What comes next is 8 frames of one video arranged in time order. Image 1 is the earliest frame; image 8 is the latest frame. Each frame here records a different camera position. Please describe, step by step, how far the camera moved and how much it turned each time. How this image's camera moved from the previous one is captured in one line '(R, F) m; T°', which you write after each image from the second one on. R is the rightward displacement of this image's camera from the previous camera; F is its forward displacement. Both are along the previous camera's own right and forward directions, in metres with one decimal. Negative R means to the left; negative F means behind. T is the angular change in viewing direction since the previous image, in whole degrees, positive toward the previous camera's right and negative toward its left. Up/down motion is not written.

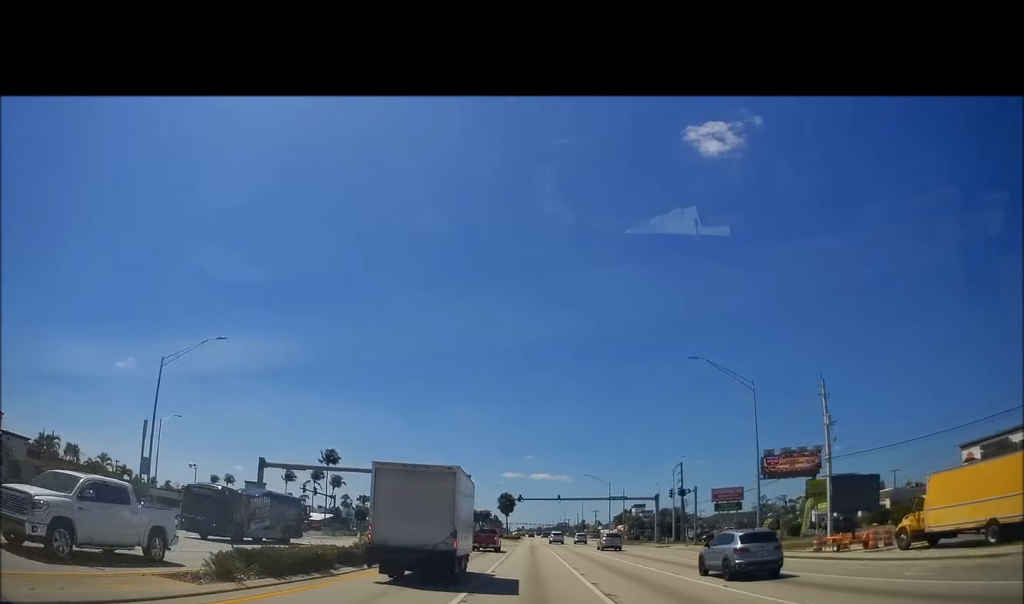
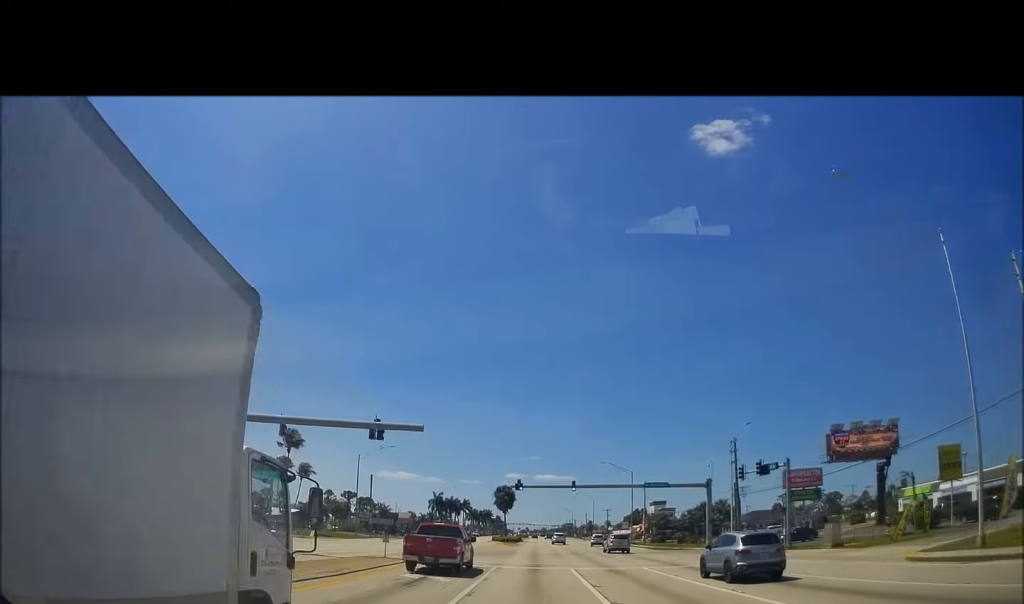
(+0.5, +24.2) m; 0°
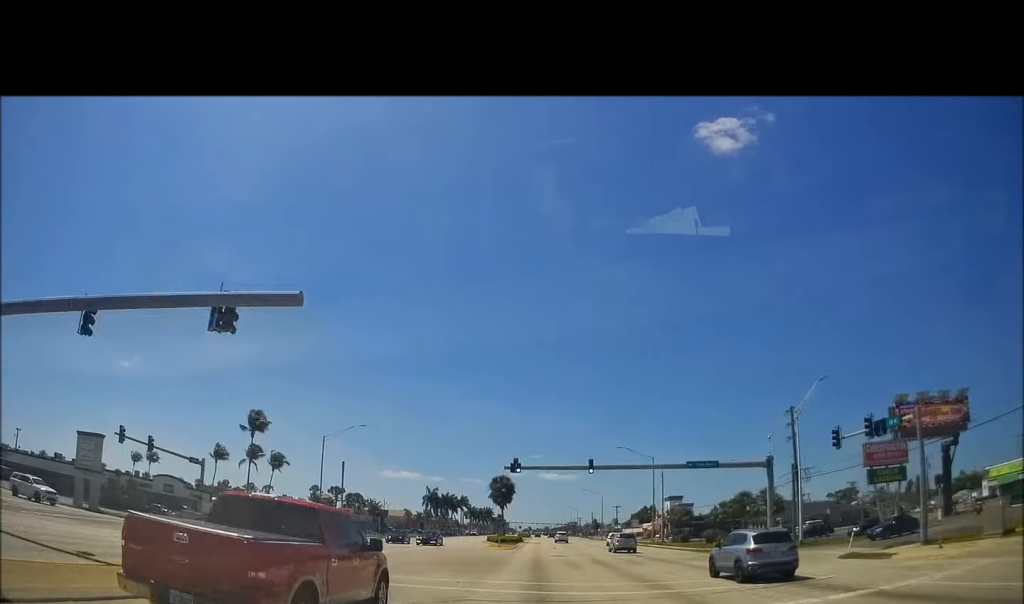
(-0.4, +16.2) m; -1°
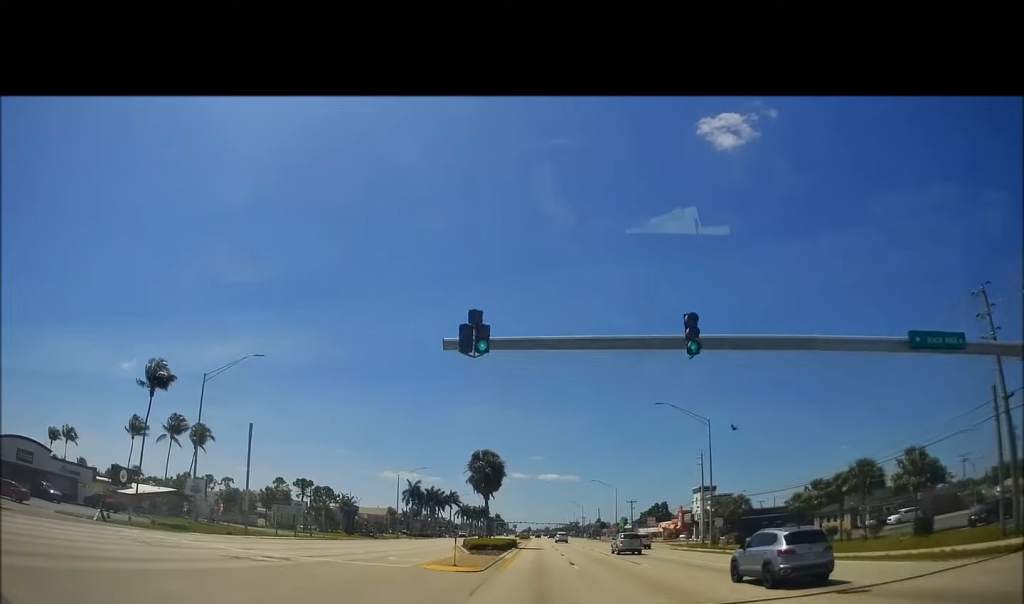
(+0.5, +27.9) m; +2°
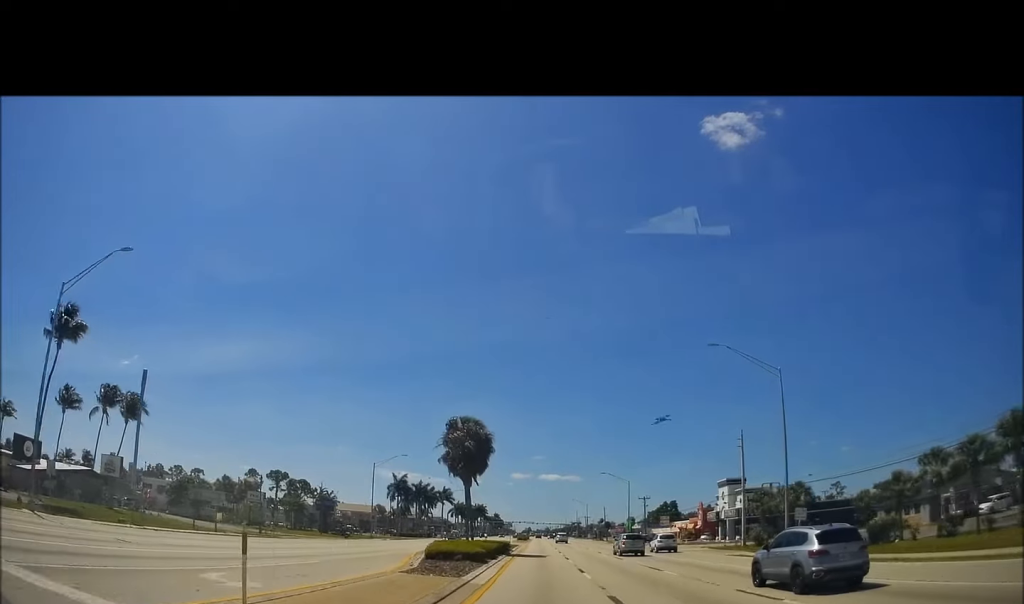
(0.0, +17.5) m; -1°
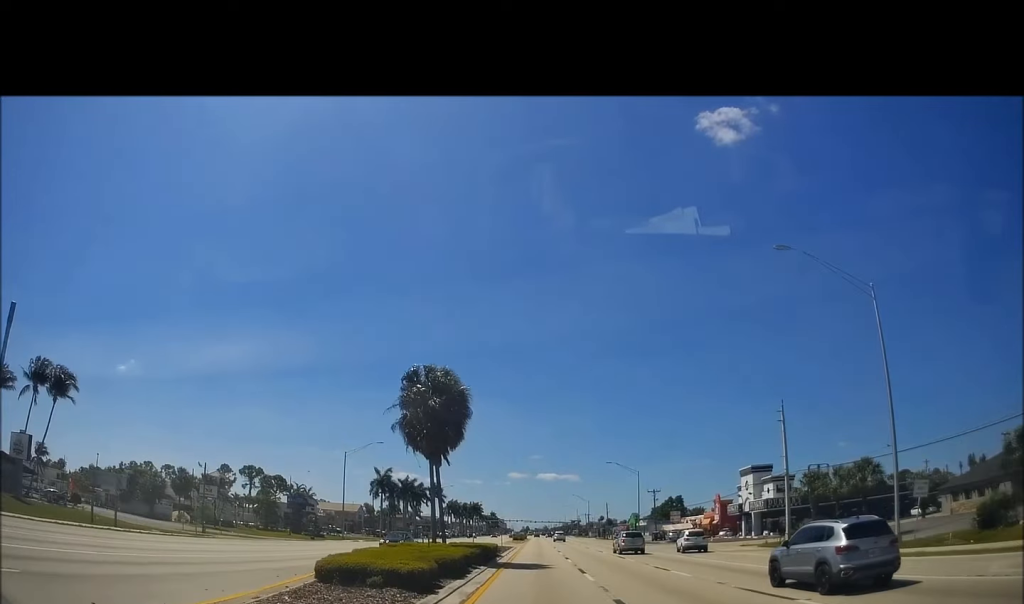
(-0.2, +13.5) m; 0°
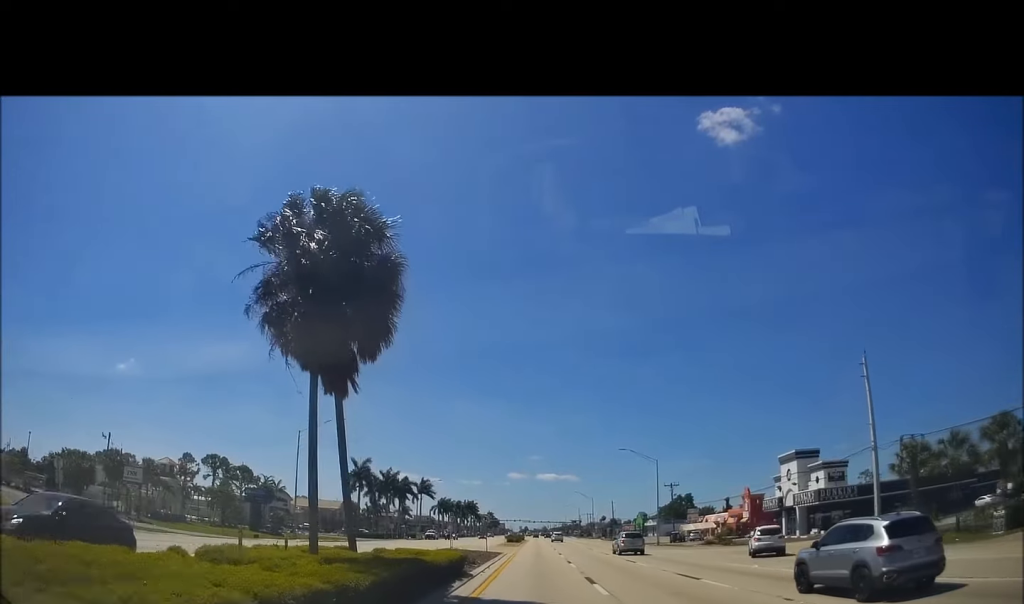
(0.0, +16.5) m; +1°
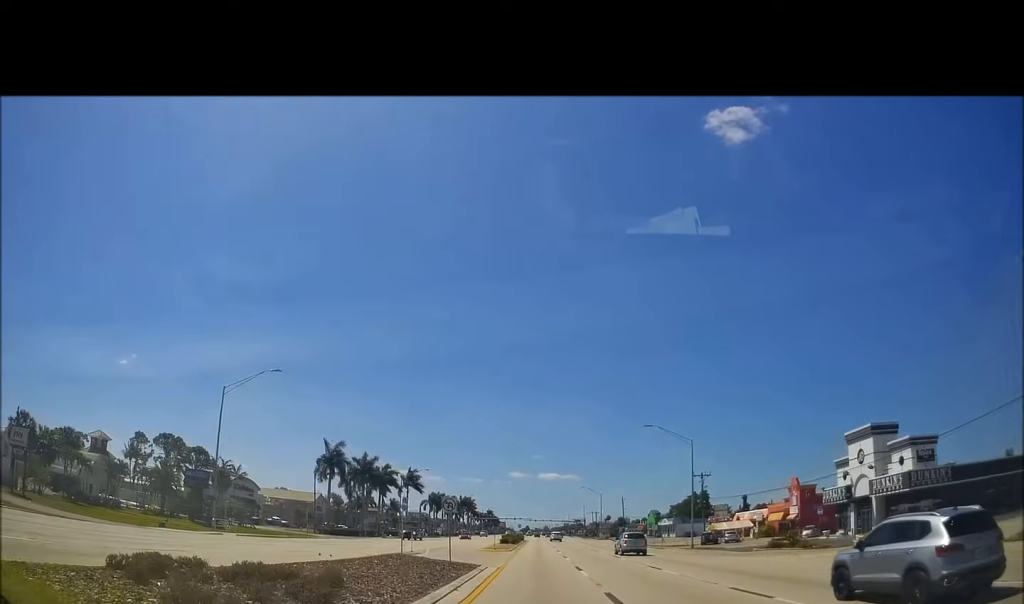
(+0.3, +18.3) m; 0°
